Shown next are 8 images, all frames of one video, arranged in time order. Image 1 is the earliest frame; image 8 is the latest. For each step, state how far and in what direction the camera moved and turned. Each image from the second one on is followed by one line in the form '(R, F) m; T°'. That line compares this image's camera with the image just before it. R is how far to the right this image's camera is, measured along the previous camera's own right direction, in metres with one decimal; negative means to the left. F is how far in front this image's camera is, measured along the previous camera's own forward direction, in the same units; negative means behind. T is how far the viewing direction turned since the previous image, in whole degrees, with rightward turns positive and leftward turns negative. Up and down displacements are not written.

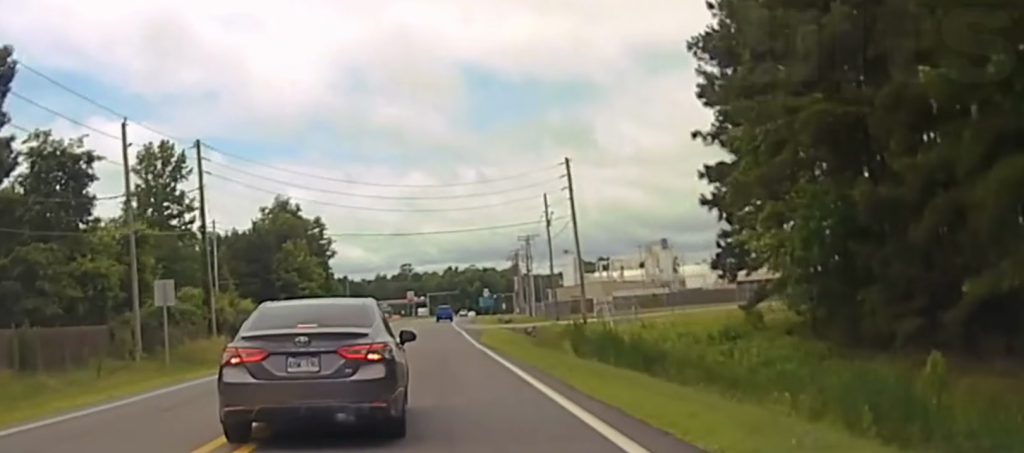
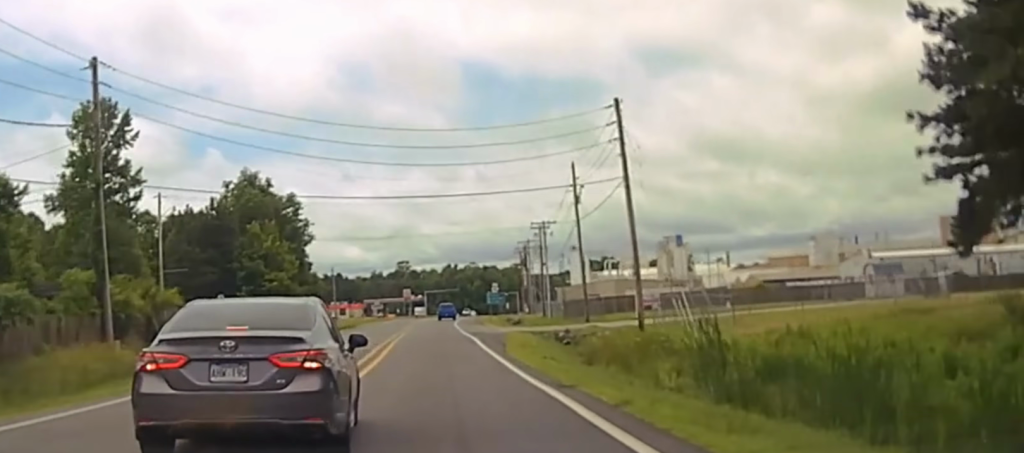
(-0.1, +25.0) m; 0°
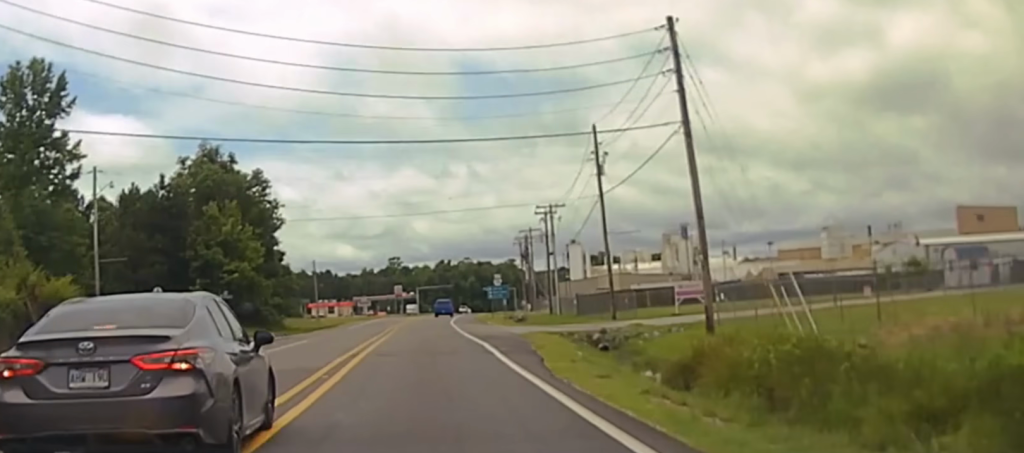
(0.0, +15.1) m; 0°
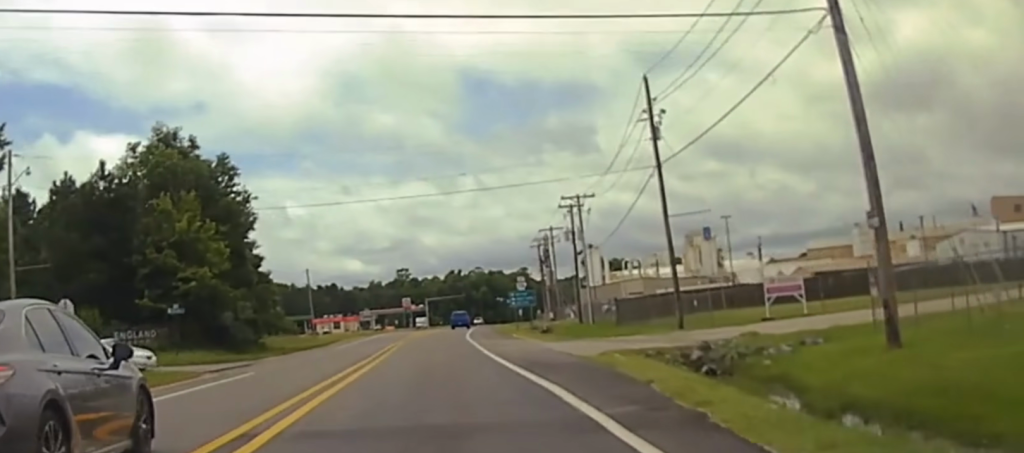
(0.0, +14.9) m; 0°
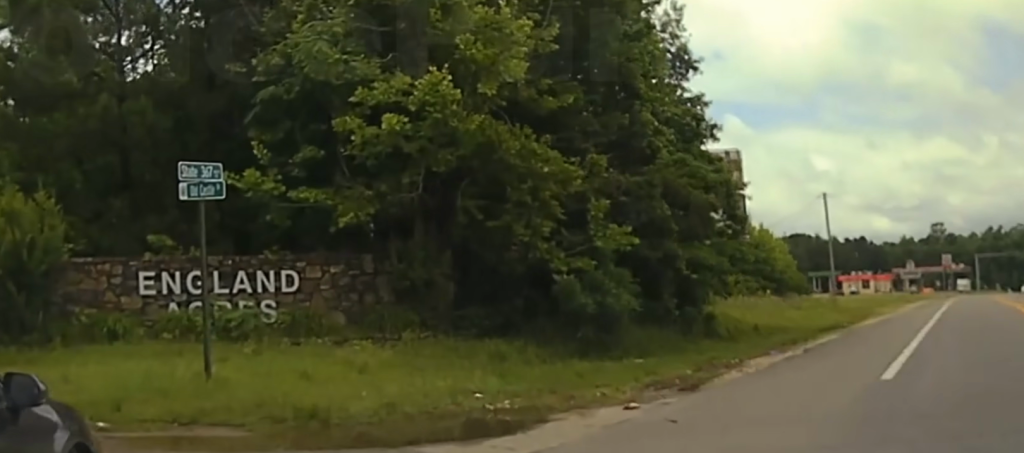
(-2.5, +32.2) m; -26°
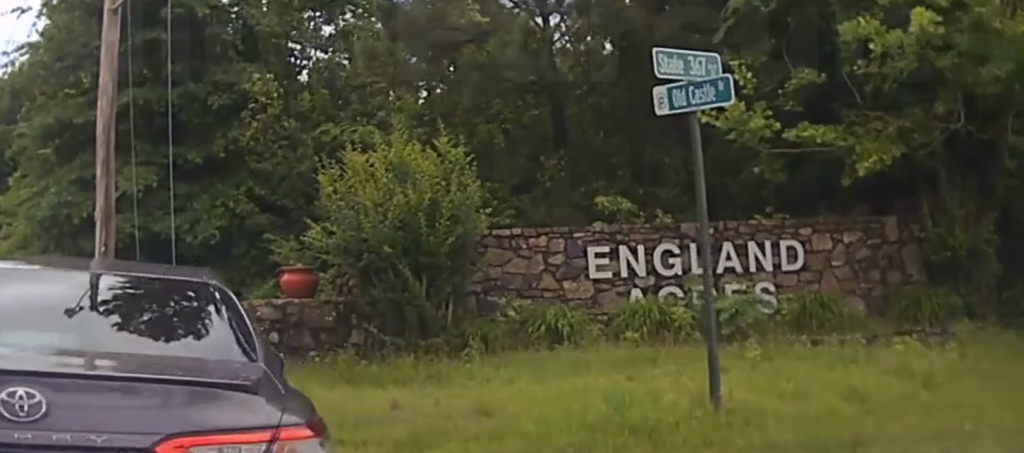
(-1.7, +6.5) m; -39°
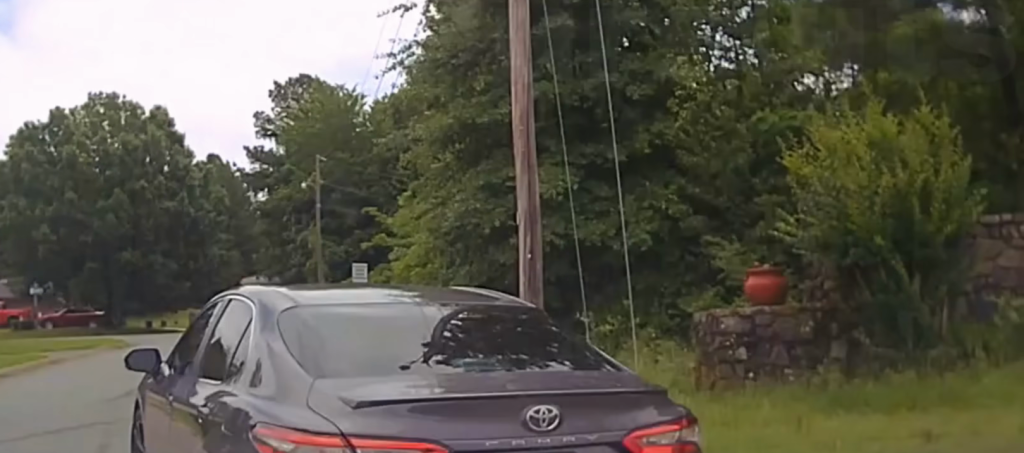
(-1.3, +3.5) m; -17°
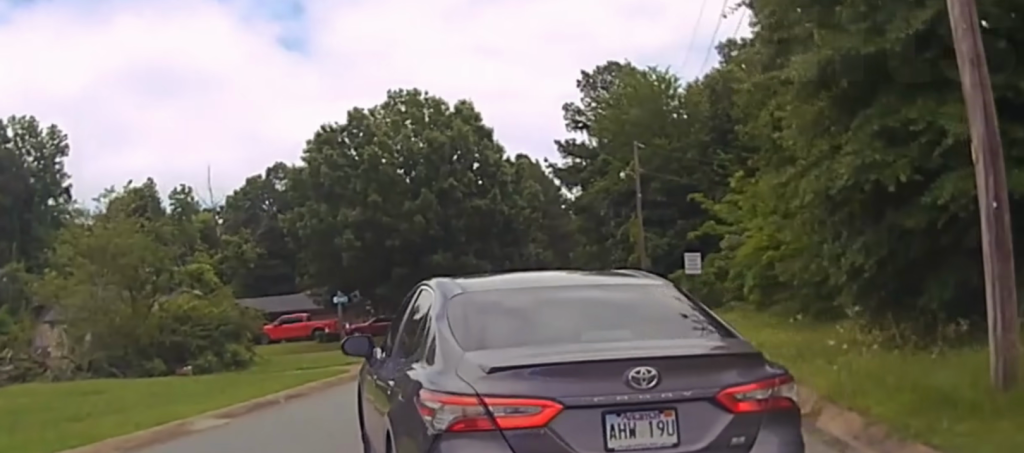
(-1.0, +4.8) m; -13°
